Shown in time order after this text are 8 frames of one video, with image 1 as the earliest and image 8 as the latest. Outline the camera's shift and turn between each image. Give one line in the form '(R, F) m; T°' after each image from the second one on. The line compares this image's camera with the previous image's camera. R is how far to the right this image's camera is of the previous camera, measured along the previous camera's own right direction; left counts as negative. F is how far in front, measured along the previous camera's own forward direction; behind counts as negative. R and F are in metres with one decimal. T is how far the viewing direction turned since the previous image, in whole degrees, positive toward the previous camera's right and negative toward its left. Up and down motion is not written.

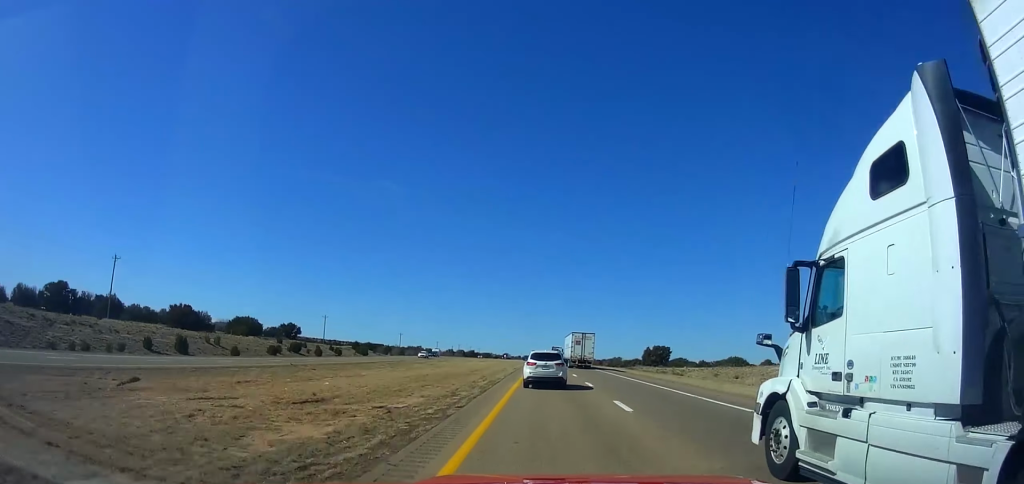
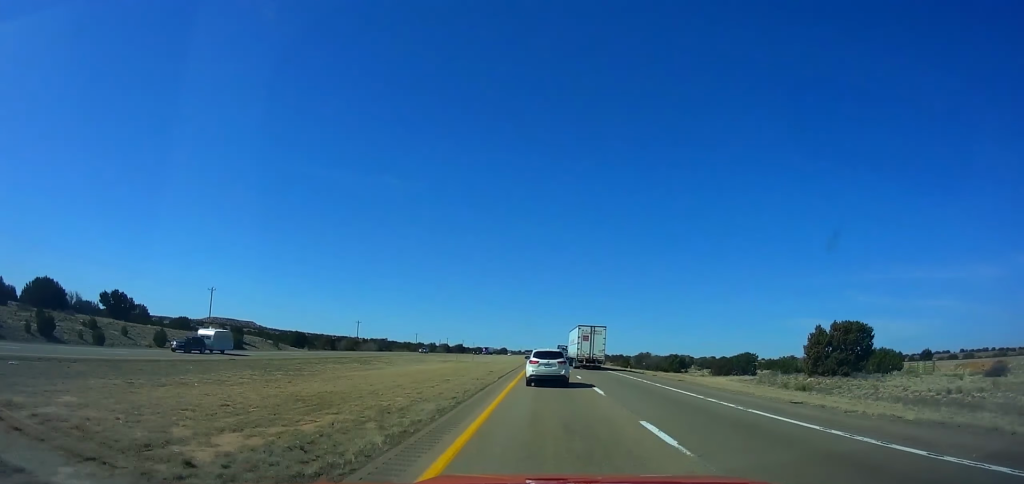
(+0.1, +59.4) m; 0°
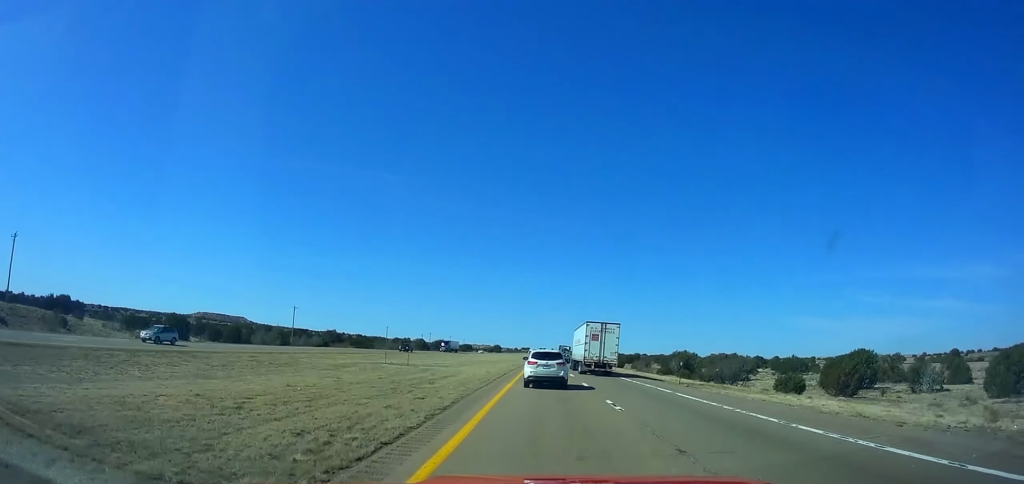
(0.0, +48.3) m; 0°
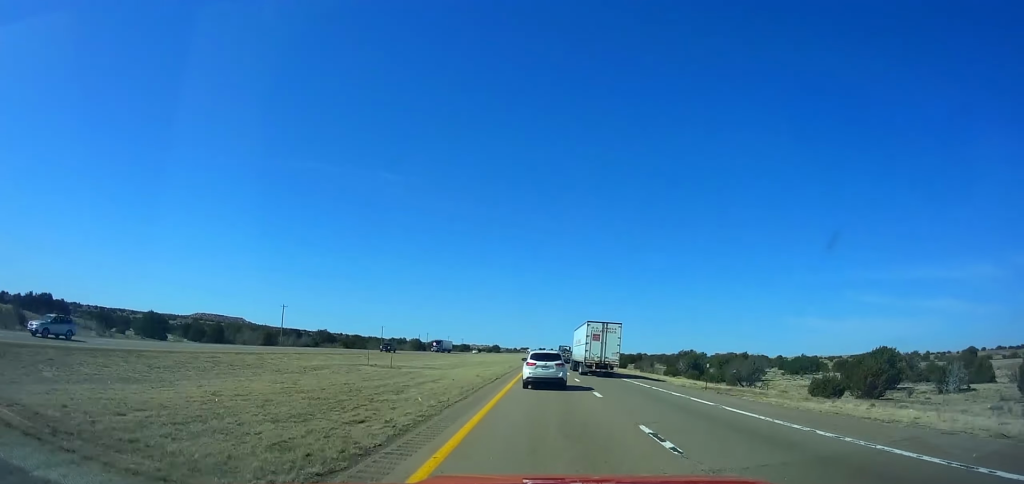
(-0.2, +37.0) m; 0°
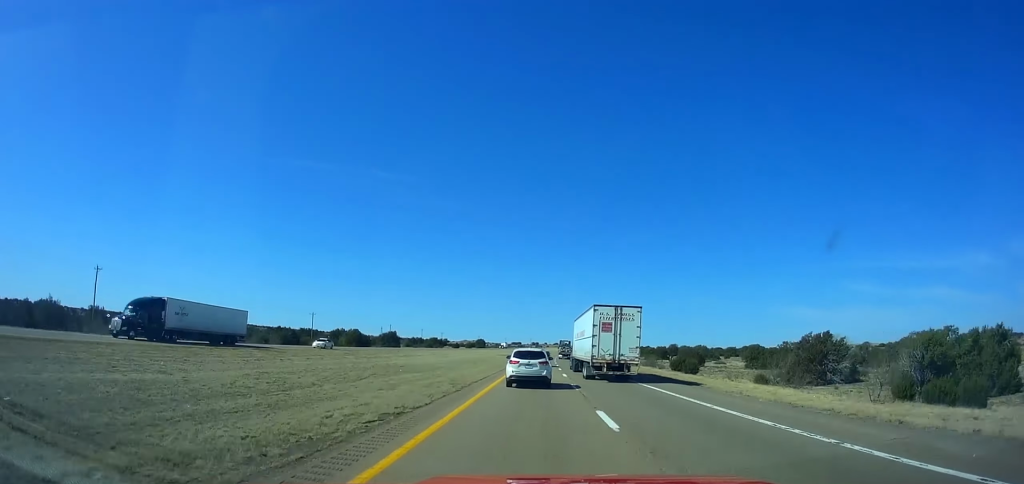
(+0.1, +66.2) m; +1°
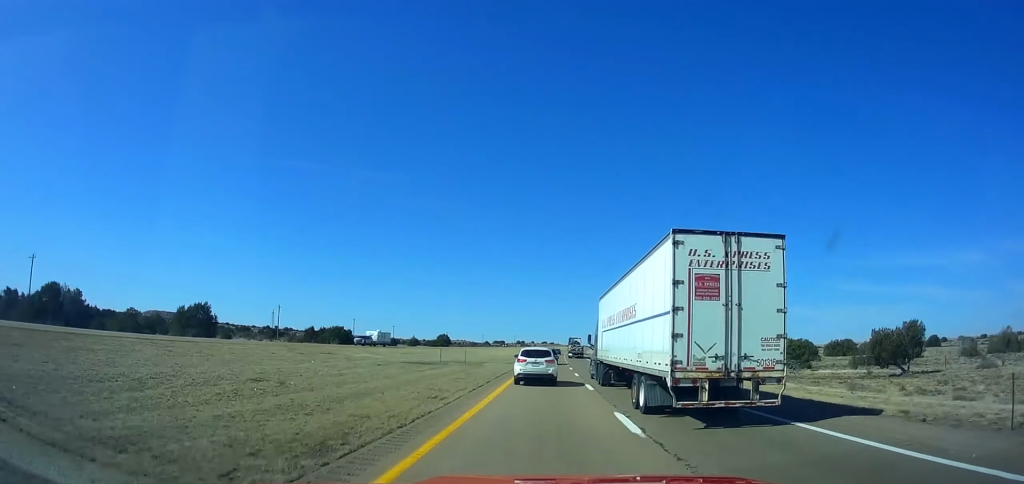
(+1.3, +107.9) m; +2°
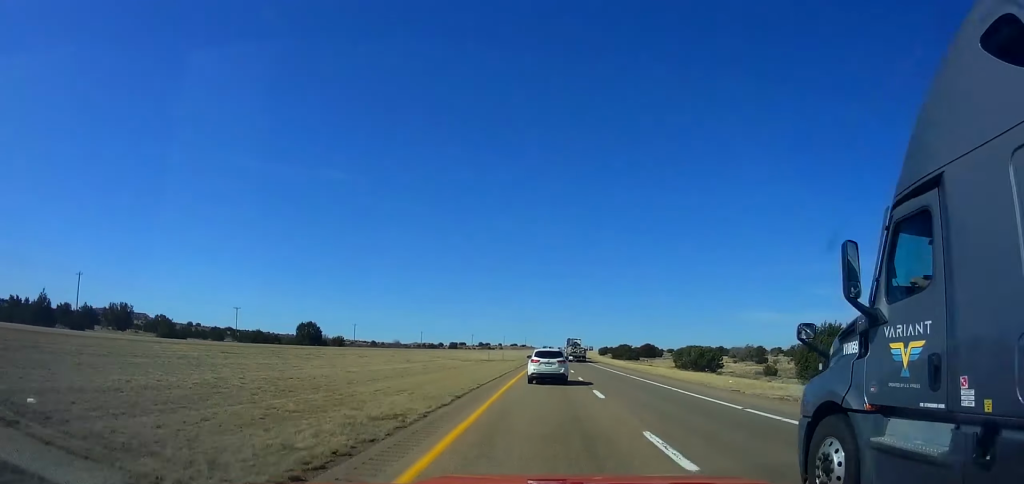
(+2.6, +148.6) m; +3°
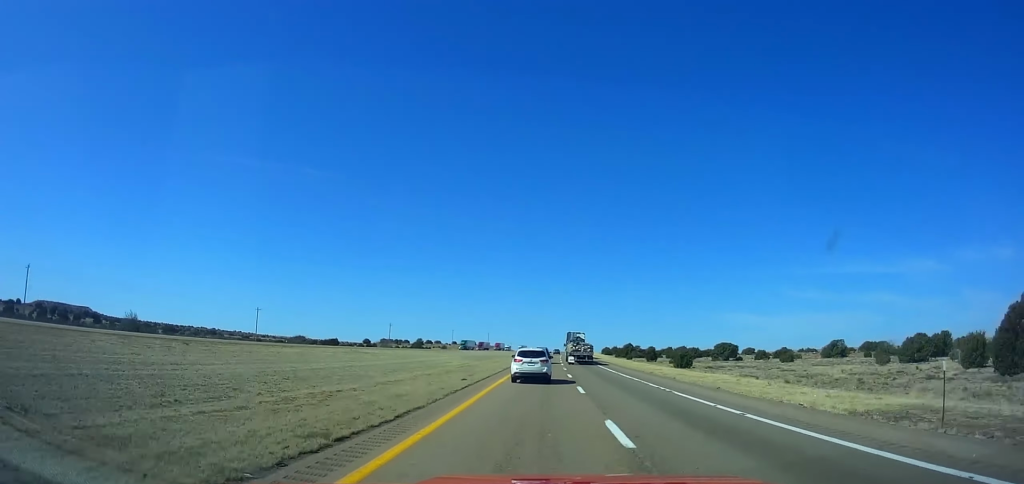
(+4.7, +167.7) m; +3°
